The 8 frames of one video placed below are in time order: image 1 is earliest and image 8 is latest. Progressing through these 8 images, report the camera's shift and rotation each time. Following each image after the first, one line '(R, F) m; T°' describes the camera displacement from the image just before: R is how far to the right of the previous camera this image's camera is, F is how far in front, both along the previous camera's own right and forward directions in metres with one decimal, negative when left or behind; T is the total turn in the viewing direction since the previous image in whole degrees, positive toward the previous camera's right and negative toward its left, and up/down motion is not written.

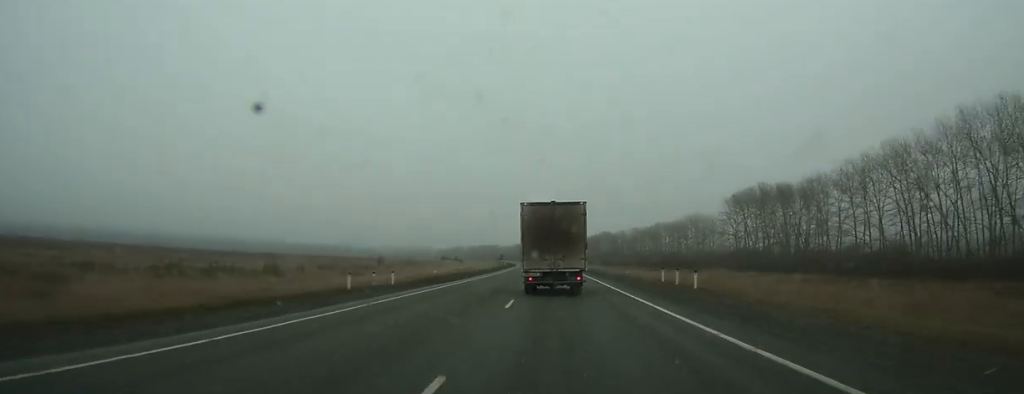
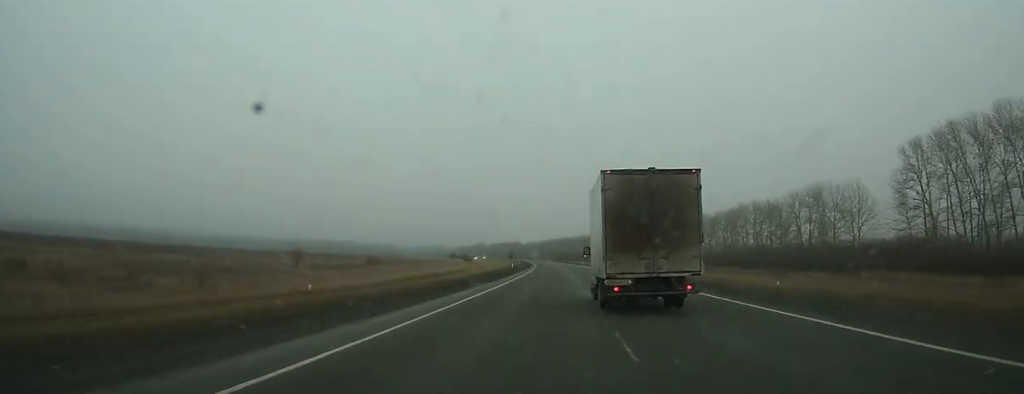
(-0.8, +63.2) m; -2°
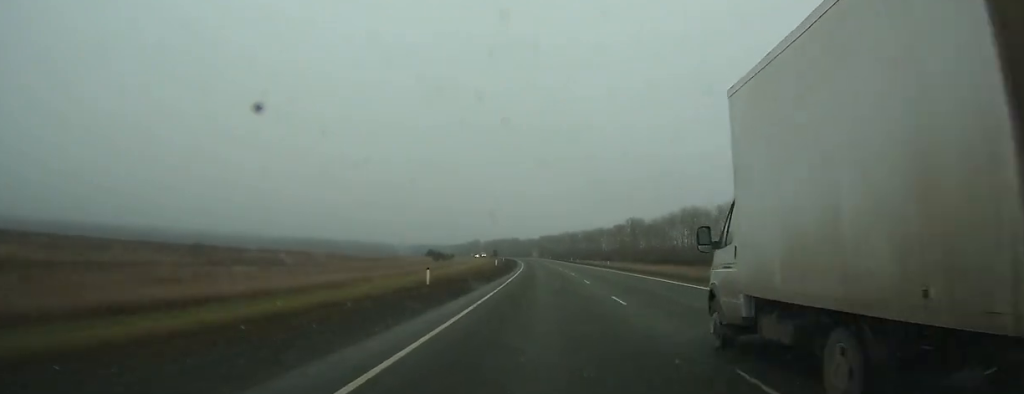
(-0.4, +59.0) m; -1°
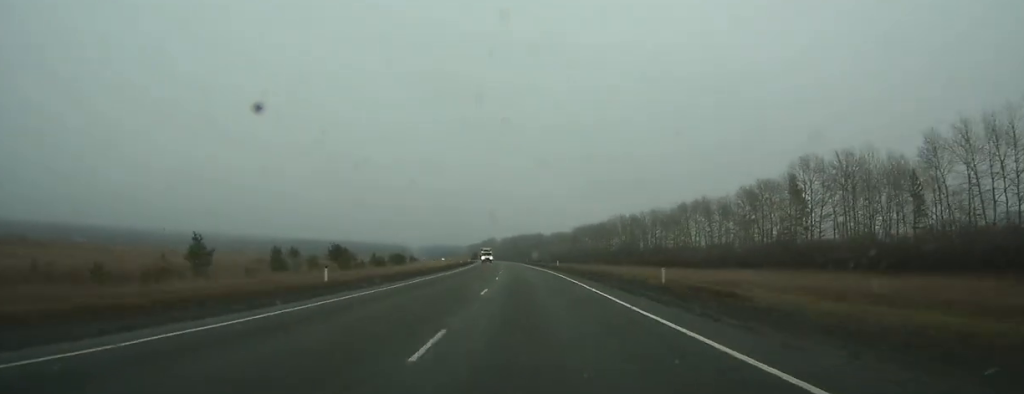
(-1.6, +139.5) m; -2°
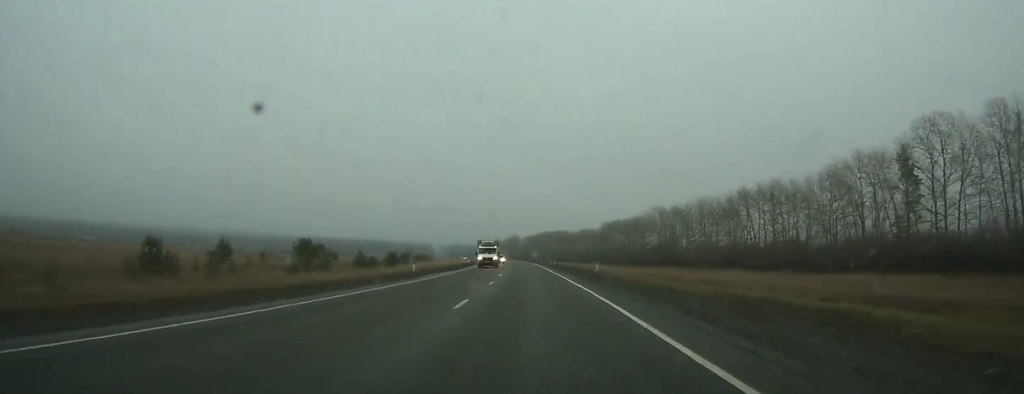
(-0.1, +29.9) m; -1°
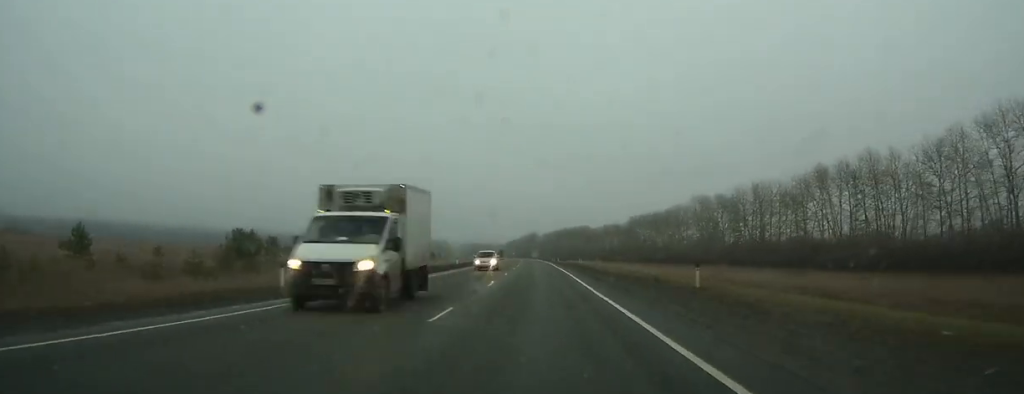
(-0.4, +28.2) m; -2°
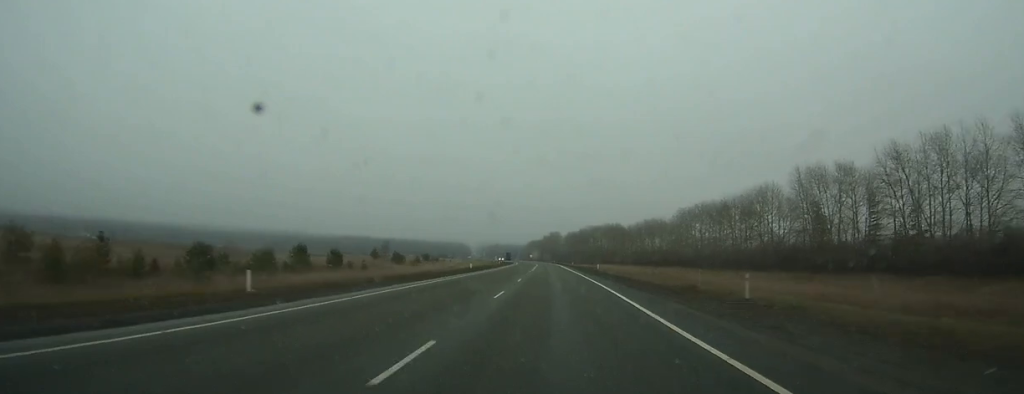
(-1.4, +54.6) m; -2°
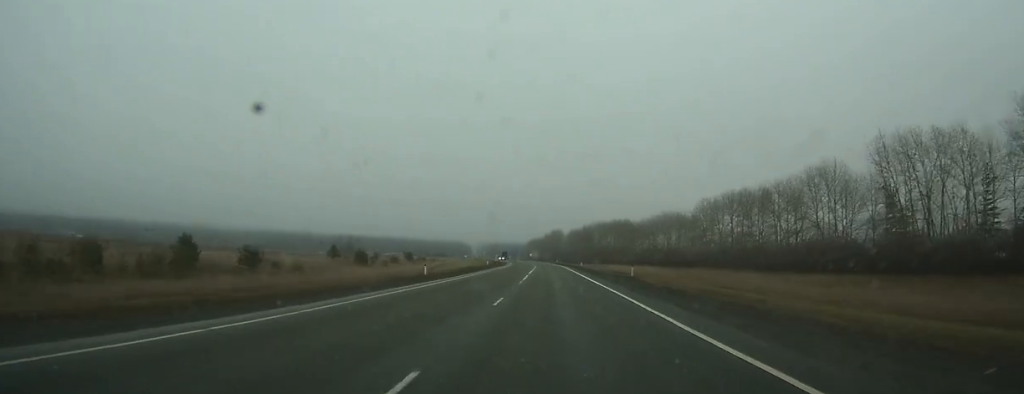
(-0.2, +26.4) m; -1°
